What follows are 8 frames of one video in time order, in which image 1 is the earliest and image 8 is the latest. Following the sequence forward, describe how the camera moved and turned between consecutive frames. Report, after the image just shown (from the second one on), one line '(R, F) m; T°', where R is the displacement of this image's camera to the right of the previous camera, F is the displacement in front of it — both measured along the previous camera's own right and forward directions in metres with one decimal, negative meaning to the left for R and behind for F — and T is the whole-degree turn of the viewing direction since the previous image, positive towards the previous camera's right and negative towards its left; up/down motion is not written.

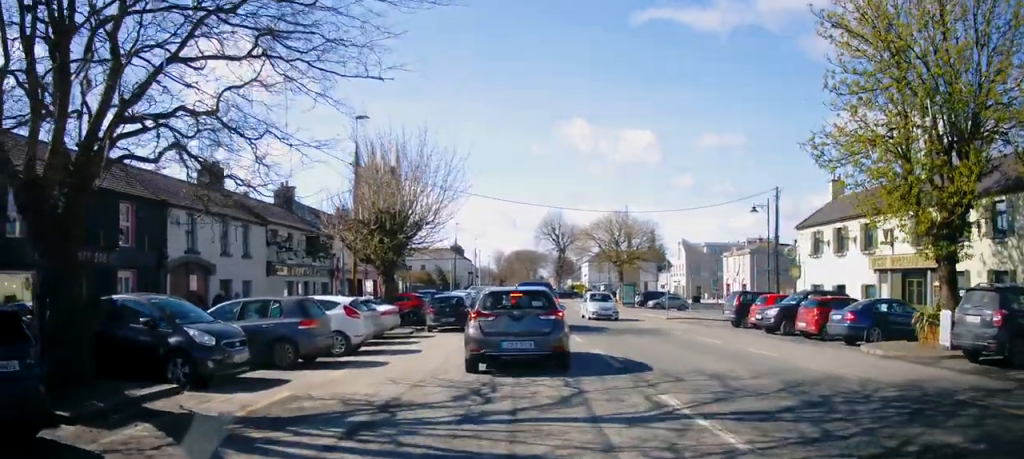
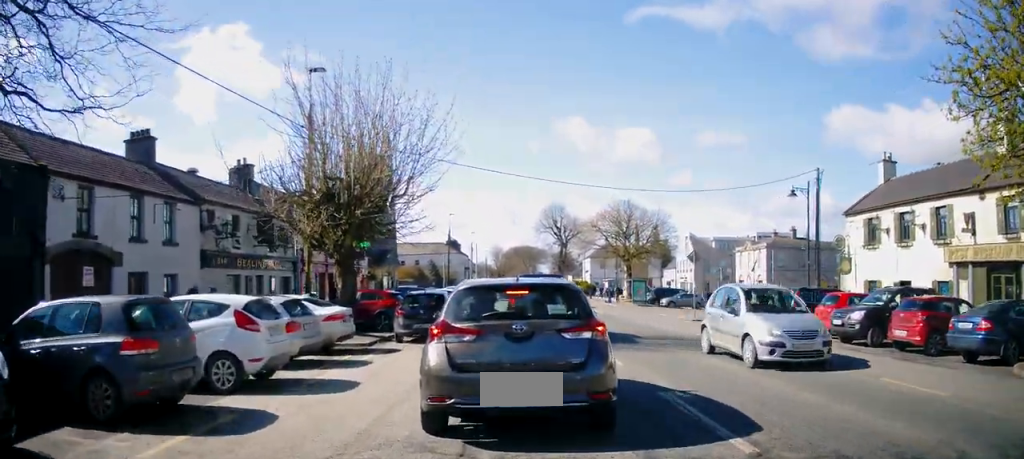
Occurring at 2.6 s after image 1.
(-0.4, +4.7) m; -8°
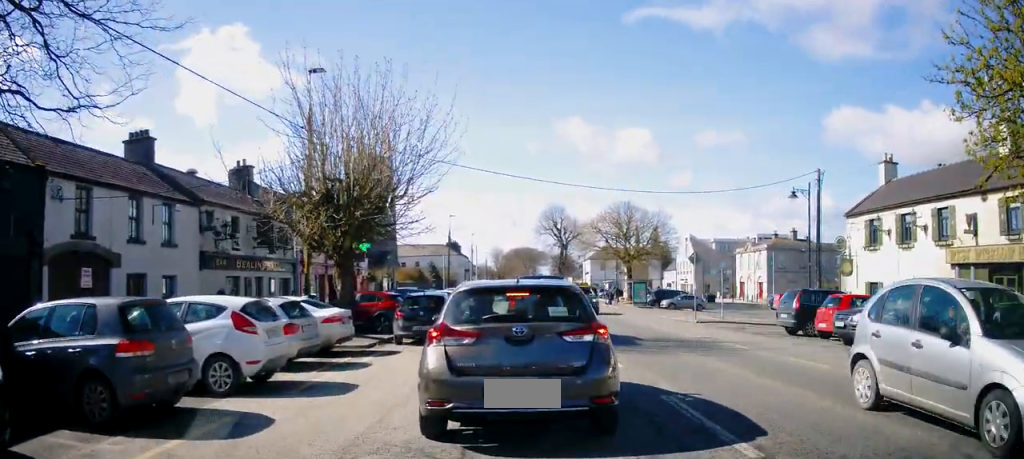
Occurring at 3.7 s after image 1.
(0.0, 0.0) m; 0°
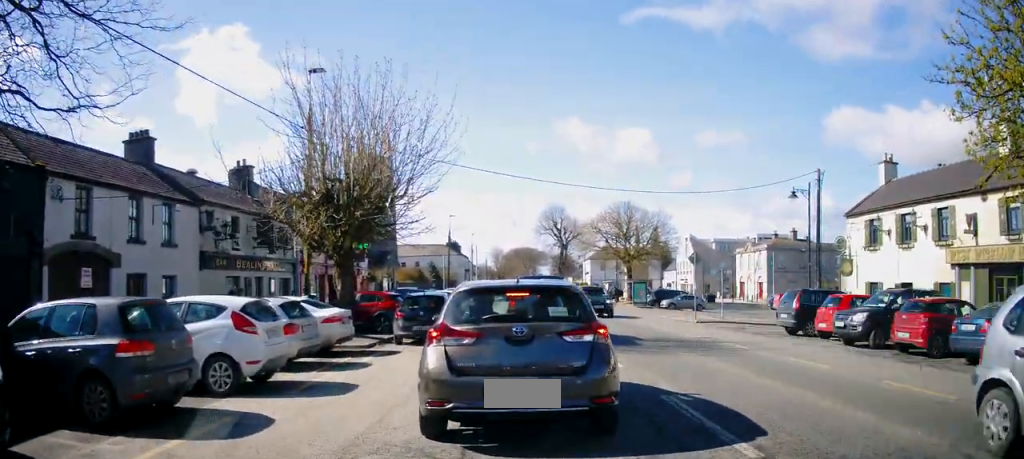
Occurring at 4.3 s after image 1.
(0.0, 0.0) m; 0°
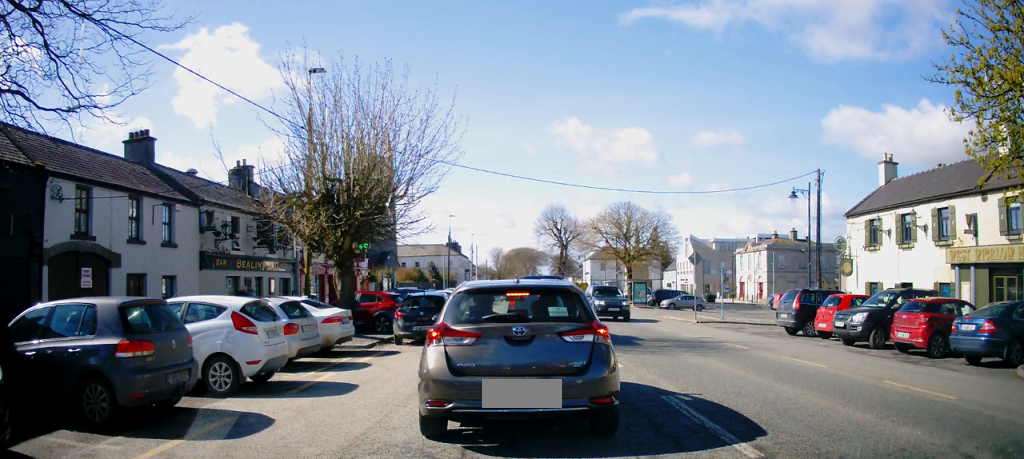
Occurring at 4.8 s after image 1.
(0.0, 0.0) m; 0°
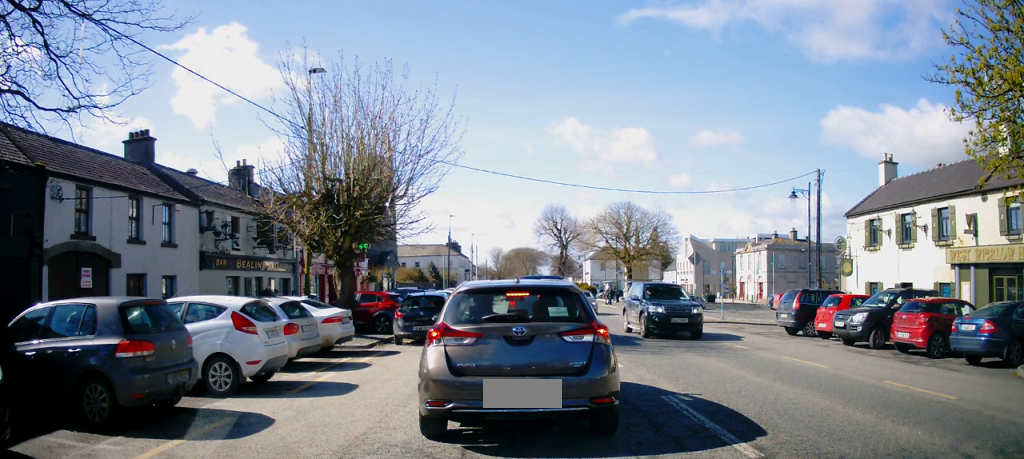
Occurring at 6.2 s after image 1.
(-0.1, +0.1) m; 0°
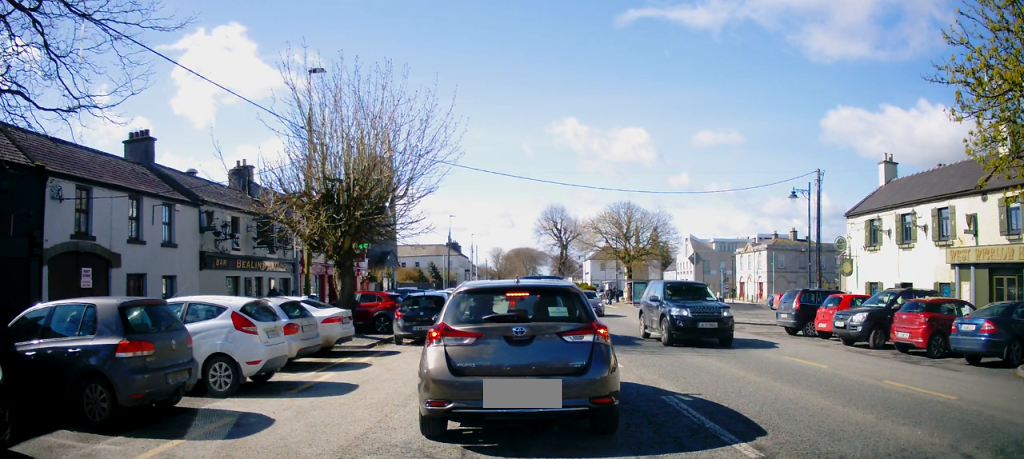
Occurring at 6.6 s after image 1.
(0.0, 0.0) m; 0°
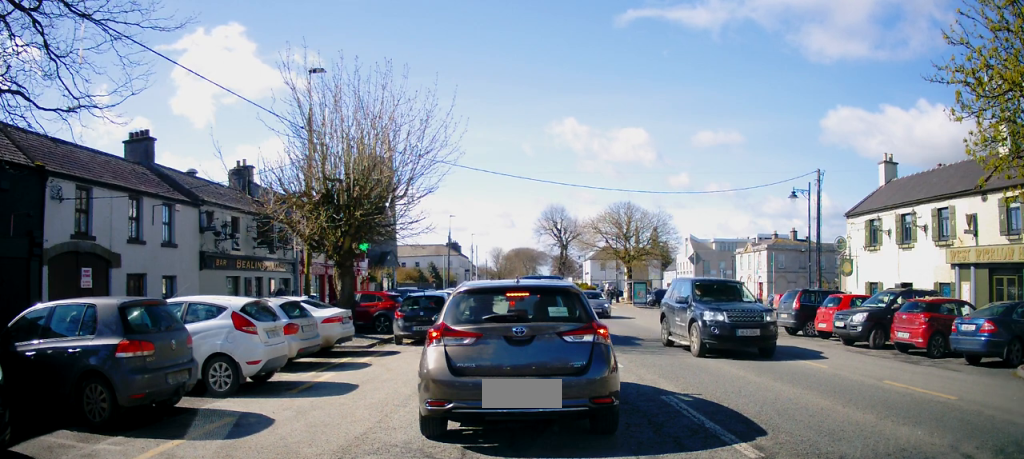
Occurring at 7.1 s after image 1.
(0.0, +0.1) m; 0°
